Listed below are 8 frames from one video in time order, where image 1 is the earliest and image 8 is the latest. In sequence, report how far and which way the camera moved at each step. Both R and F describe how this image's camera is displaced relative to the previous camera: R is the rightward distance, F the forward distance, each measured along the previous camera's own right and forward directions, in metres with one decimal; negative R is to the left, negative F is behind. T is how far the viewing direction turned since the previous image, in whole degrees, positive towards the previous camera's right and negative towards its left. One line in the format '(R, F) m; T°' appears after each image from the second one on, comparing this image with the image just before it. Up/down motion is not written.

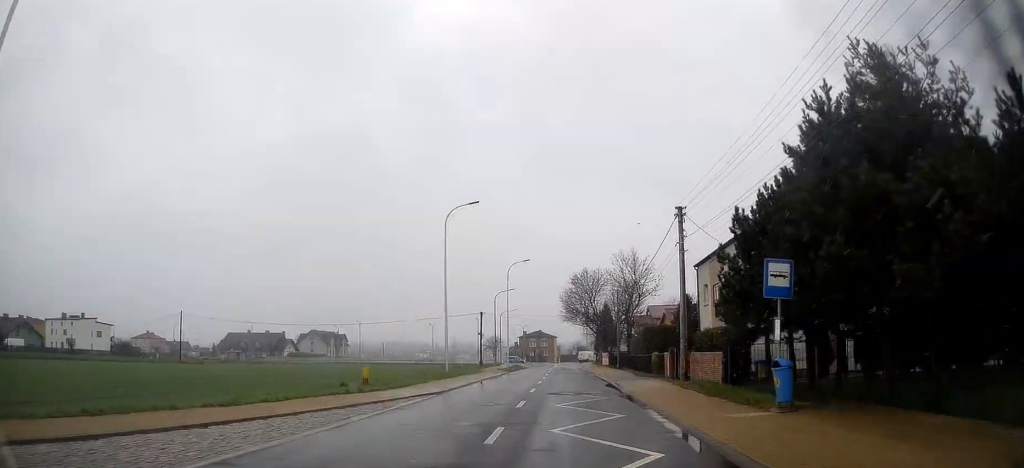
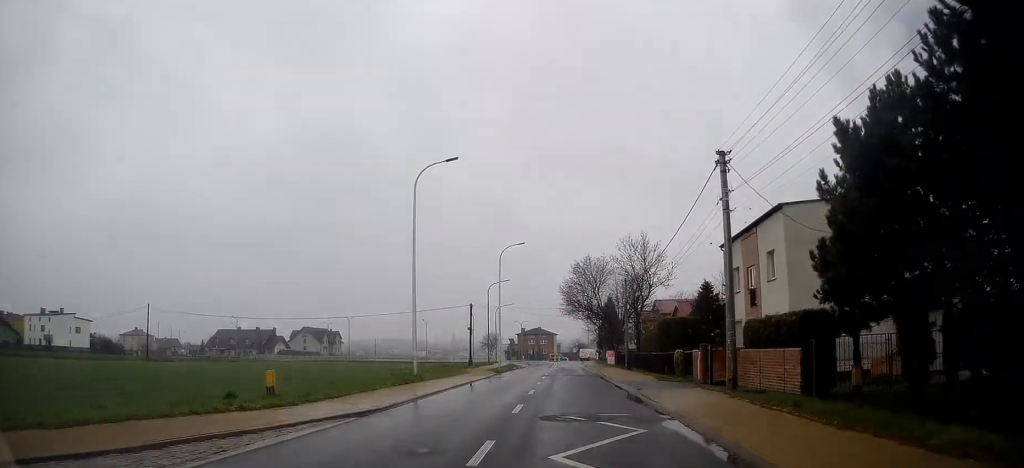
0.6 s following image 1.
(-0.2, +7.8) m; 0°
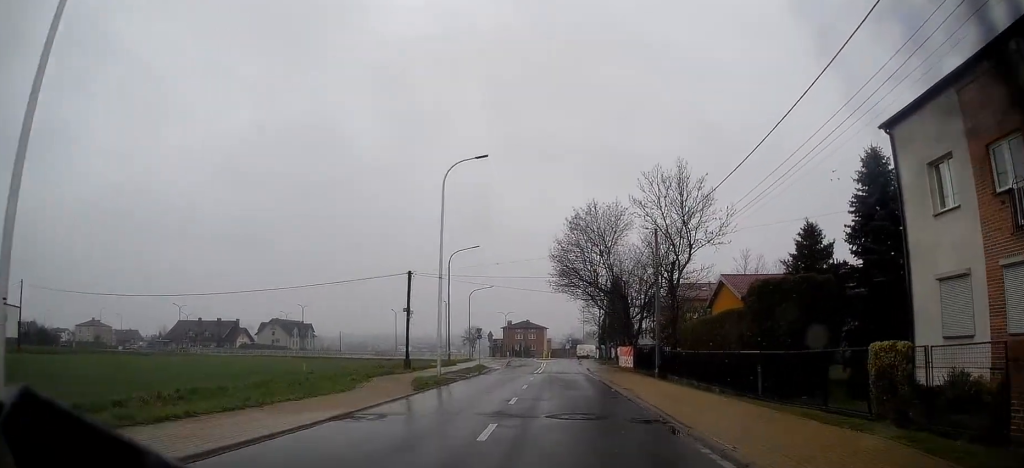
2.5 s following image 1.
(+0.2, +22.2) m; 0°
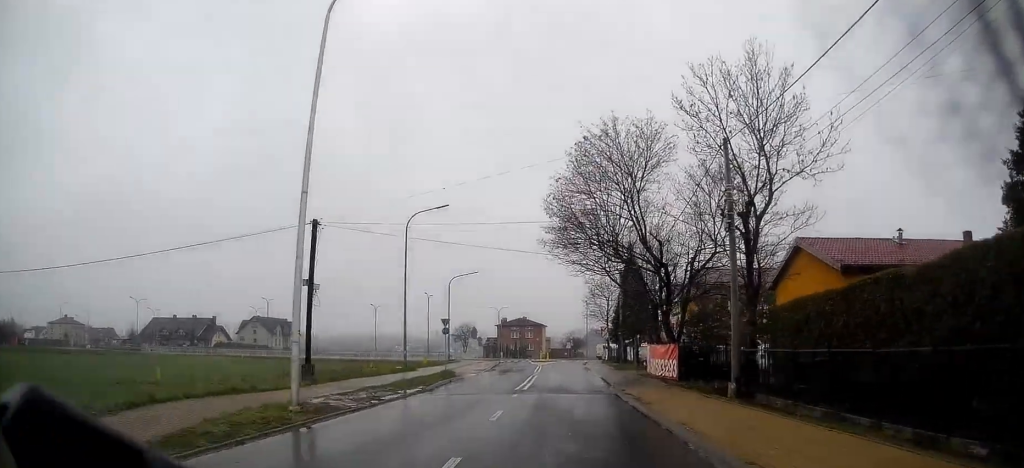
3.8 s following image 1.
(-0.1, +15.7) m; 0°
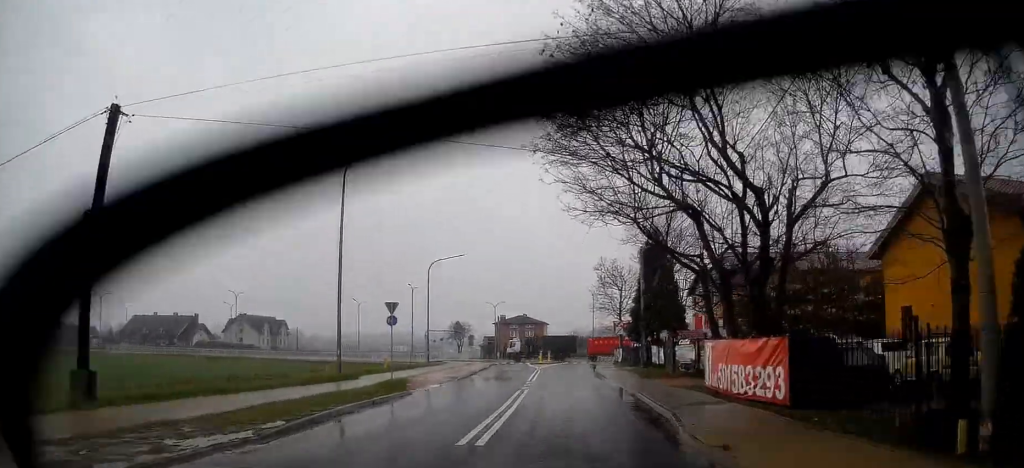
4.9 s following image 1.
(+0.1, +12.5) m; +1°
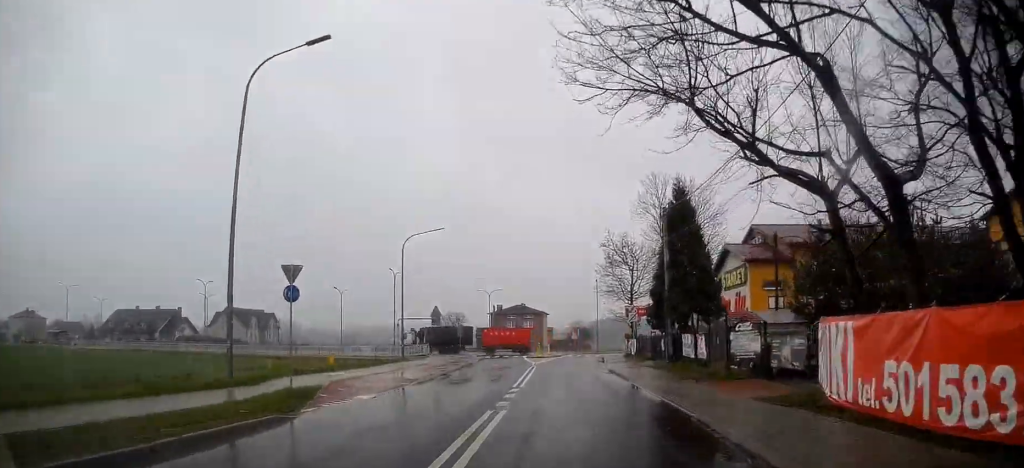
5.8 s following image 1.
(+0.1, +9.6) m; 0°
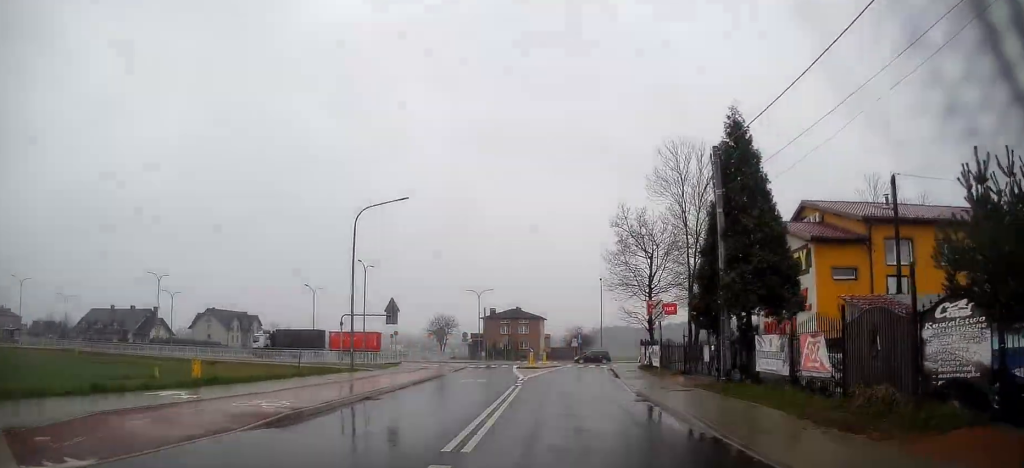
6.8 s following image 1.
(0.0, +11.5) m; -2°
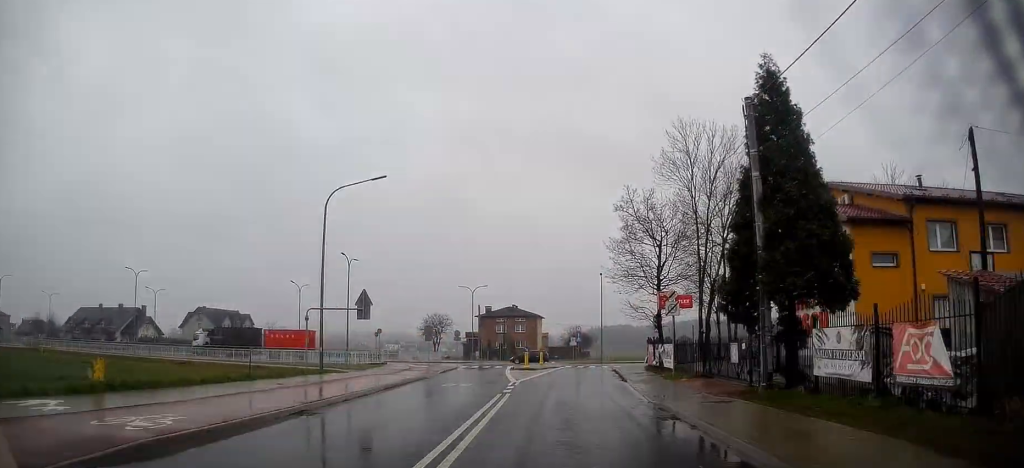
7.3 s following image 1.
(-0.1, +4.5) m; 0°
